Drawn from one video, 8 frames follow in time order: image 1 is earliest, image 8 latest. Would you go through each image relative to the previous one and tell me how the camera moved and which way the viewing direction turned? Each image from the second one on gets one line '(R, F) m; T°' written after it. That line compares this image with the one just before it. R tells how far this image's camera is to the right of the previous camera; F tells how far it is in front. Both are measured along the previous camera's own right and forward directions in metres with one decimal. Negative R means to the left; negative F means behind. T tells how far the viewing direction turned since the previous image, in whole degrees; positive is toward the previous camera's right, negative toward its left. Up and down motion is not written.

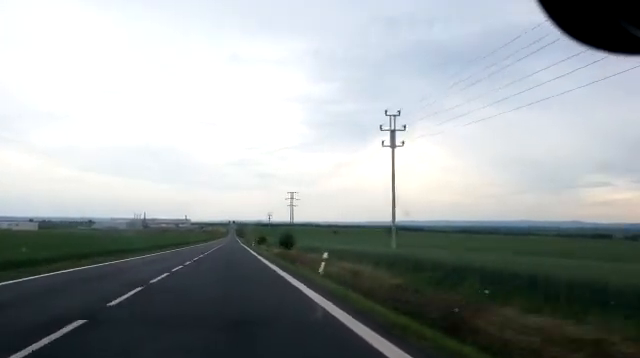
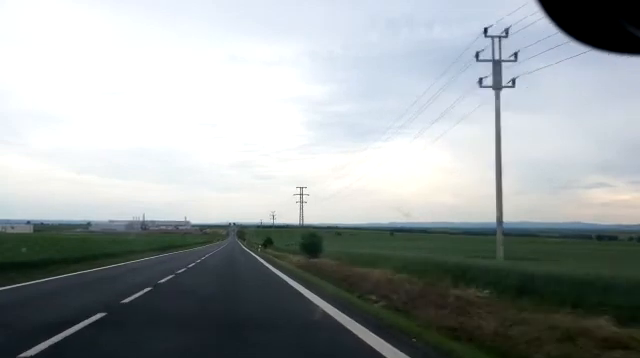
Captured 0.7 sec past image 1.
(-0.3, +17.0) m; 0°
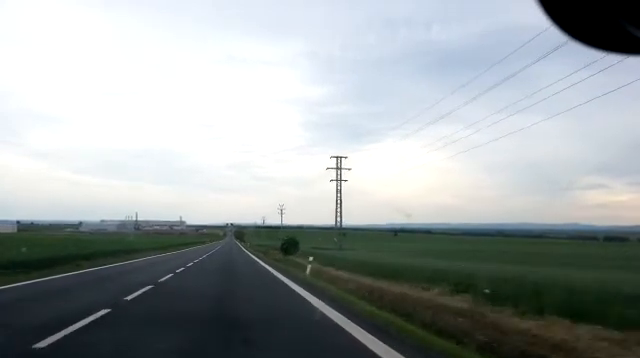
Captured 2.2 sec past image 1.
(+0.4, +40.0) m; 0°
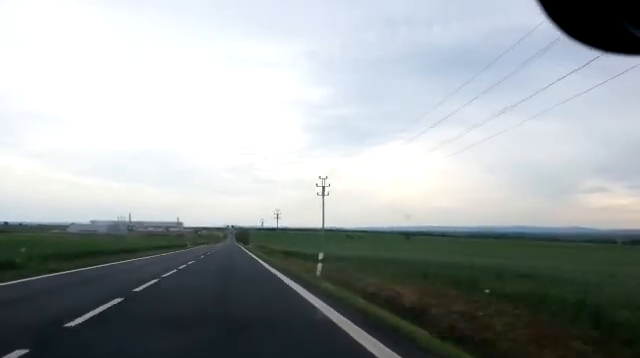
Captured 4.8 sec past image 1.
(0.0, +66.1) m; 0°
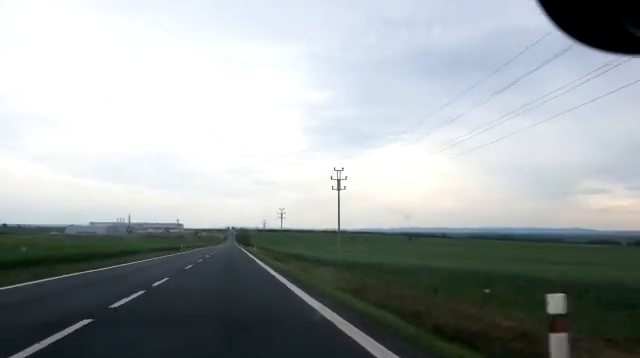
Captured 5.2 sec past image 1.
(0.0, +11.3) m; 0°
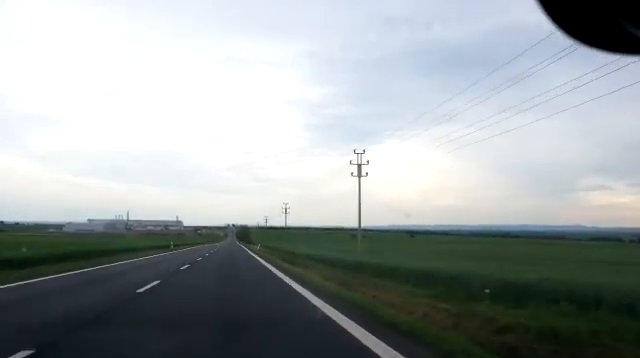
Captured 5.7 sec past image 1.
(0.0, +11.3) m; 0°
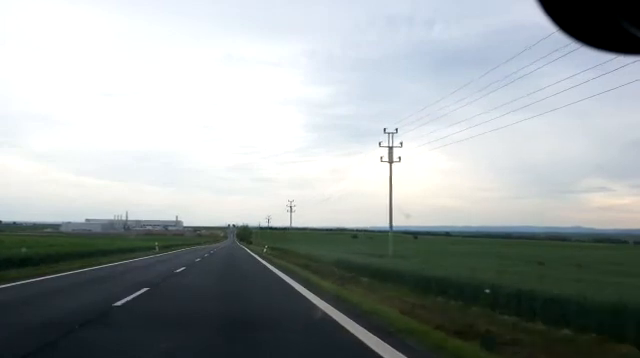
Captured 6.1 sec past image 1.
(0.0, +11.3) m; 0°
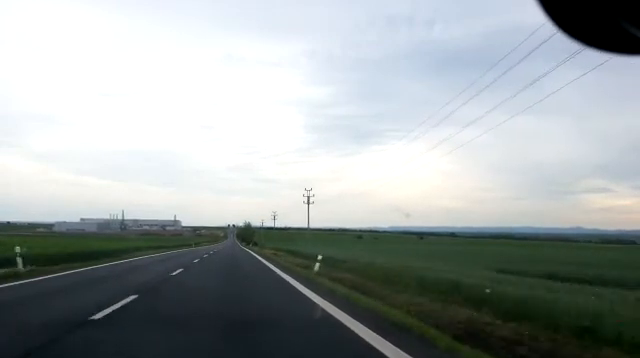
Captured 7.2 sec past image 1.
(-0.2, +28.6) m; 0°
